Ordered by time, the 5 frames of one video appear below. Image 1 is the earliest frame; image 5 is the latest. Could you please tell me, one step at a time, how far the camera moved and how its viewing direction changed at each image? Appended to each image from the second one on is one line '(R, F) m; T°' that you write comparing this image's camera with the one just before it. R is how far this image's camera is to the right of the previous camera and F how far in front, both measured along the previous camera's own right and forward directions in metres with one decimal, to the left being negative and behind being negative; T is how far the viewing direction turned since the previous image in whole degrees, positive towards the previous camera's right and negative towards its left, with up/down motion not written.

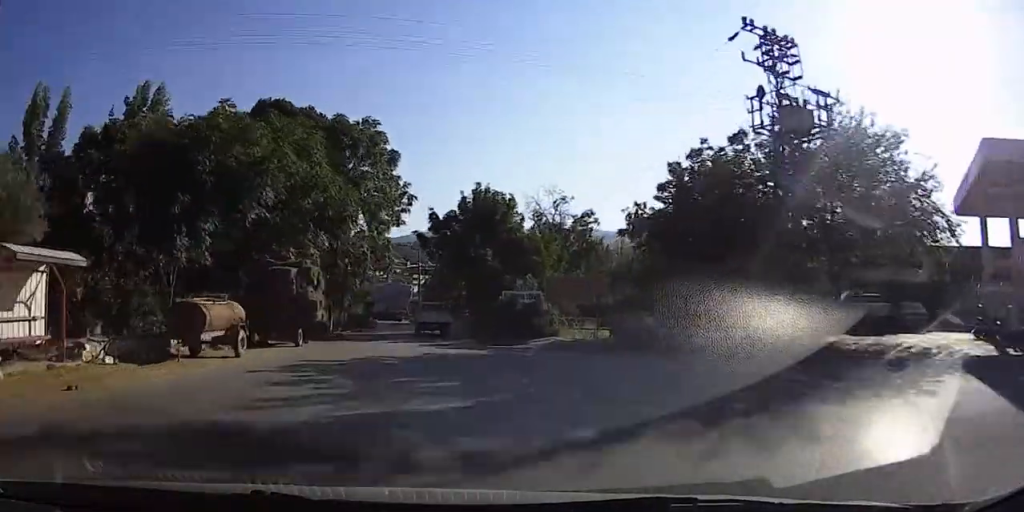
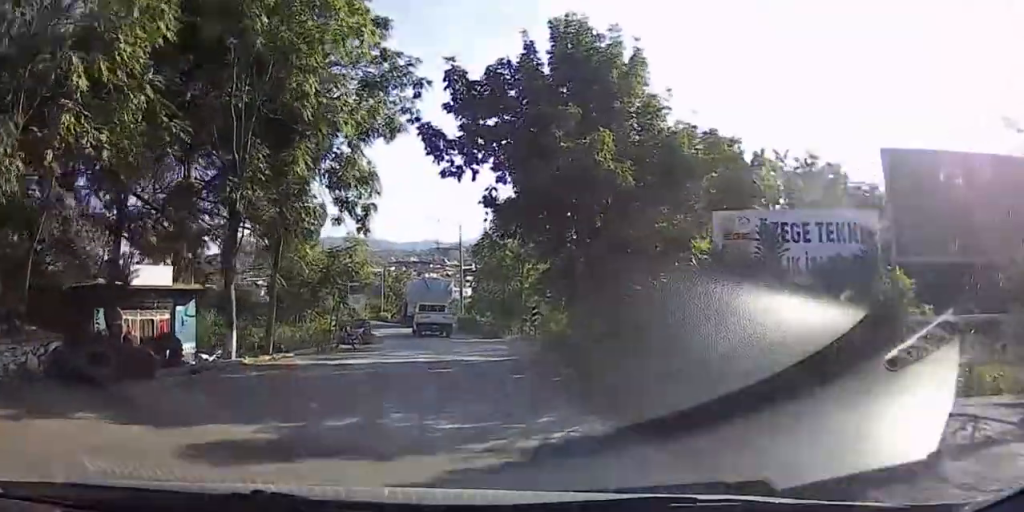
(-1.2, +21.5) m; -6°
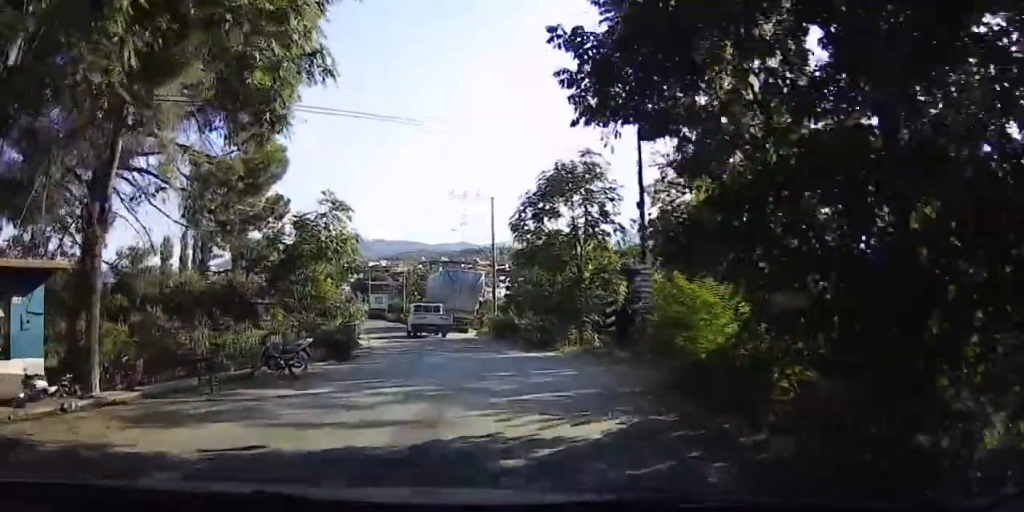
(0.0, +11.1) m; 0°
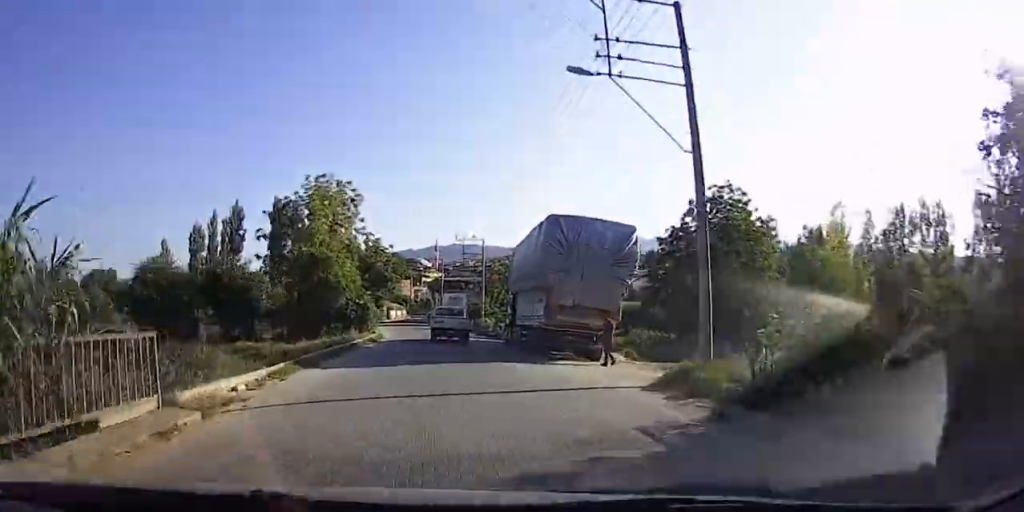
(+0.3, +25.5) m; +1°
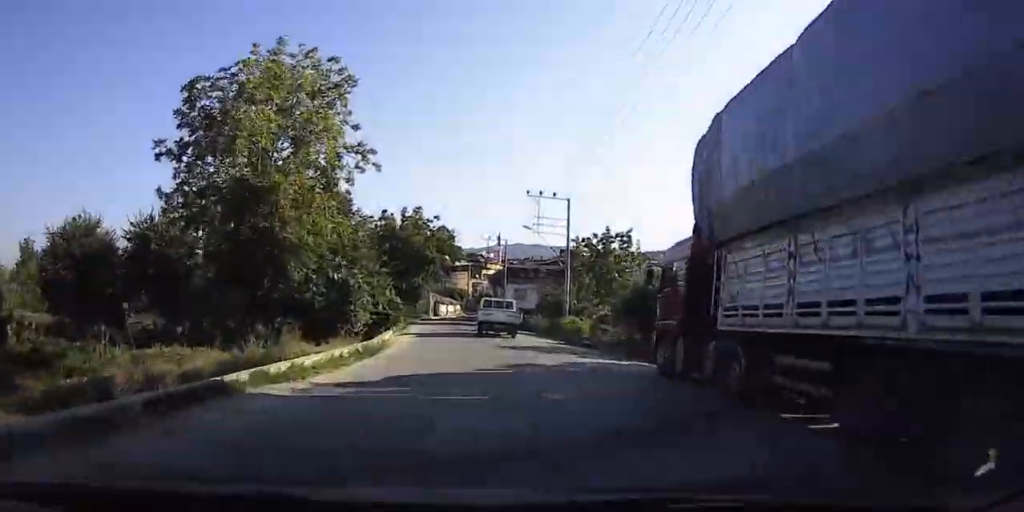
(-2.1, +17.8) m; -14°
